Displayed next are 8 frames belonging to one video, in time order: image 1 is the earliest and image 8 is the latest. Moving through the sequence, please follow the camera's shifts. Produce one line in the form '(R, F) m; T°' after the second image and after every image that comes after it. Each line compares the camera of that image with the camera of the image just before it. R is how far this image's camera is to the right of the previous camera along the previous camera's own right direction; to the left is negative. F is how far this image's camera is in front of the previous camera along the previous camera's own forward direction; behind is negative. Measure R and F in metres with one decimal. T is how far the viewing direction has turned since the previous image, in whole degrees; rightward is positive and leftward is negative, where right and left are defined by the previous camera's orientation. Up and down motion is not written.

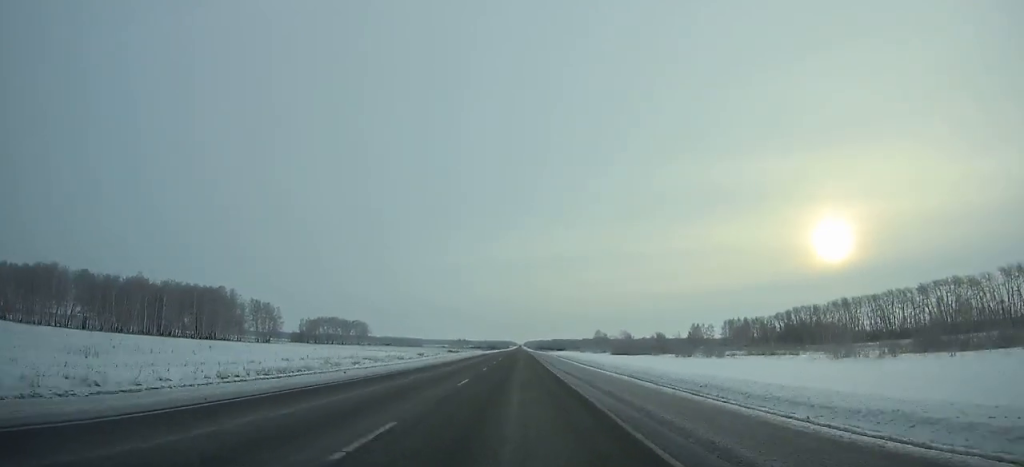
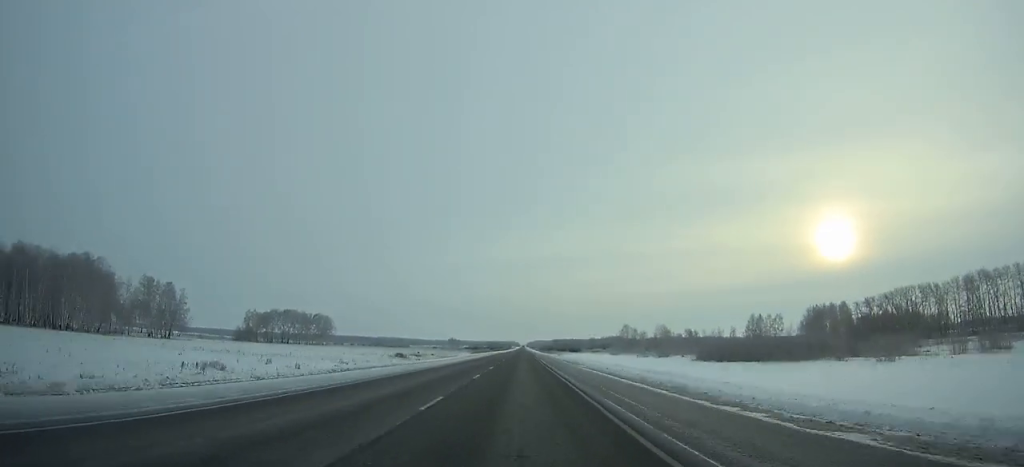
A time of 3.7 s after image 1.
(-0.2, +90.4) m; 0°
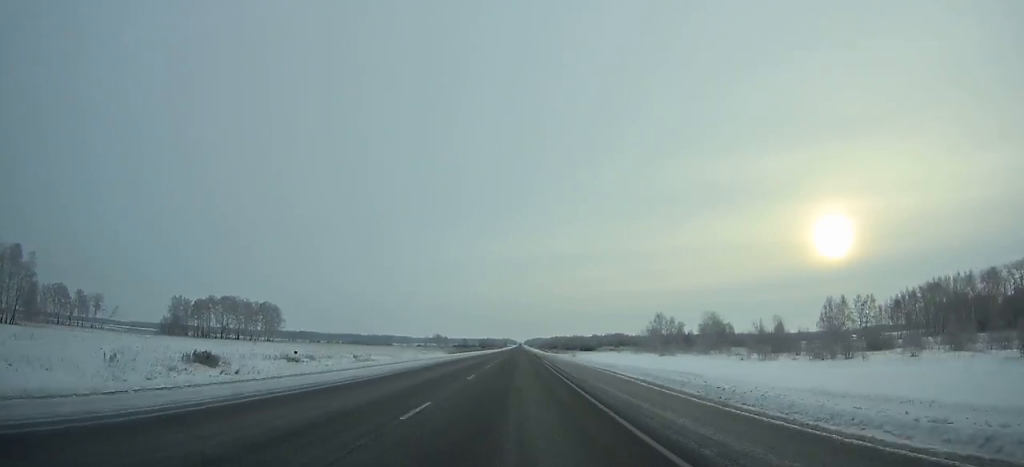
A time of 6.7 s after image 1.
(+0.3, +73.4) m; 0°
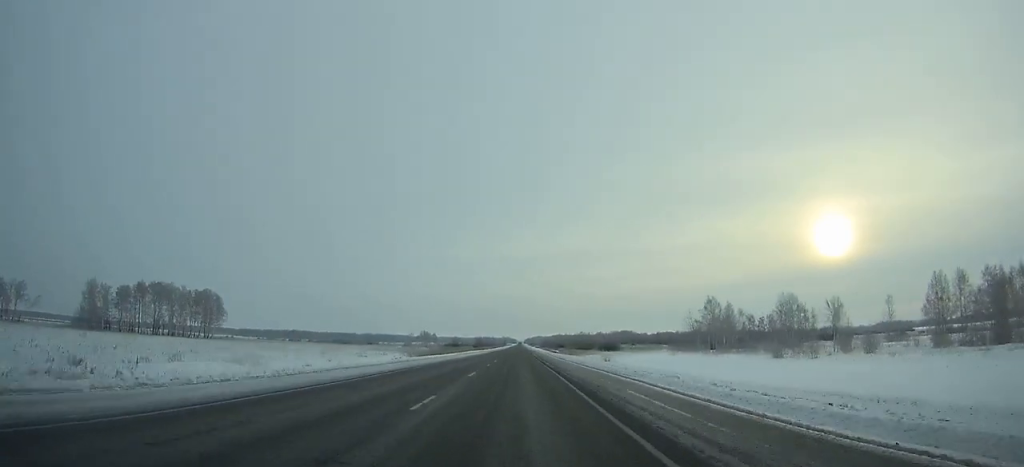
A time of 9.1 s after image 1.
(+0.2, +58.8) m; 0°
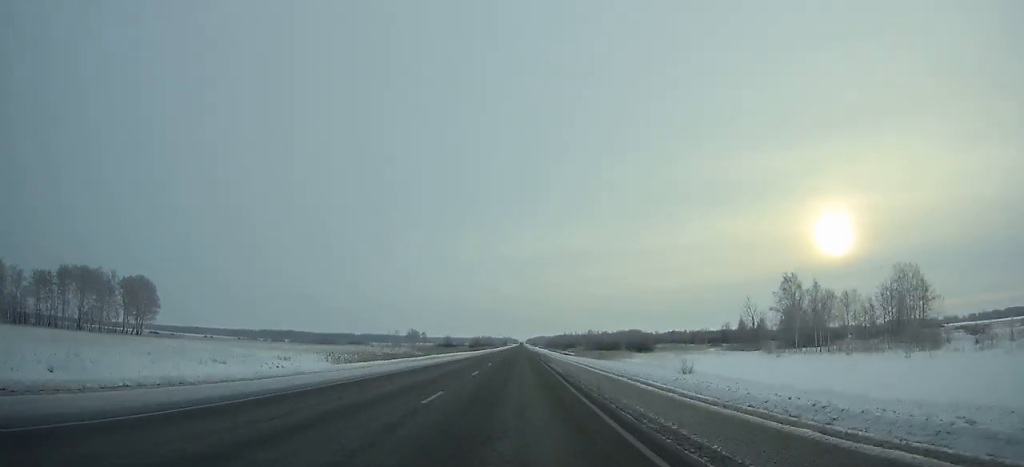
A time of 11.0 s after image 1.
(-0.1, +46.5) m; 0°
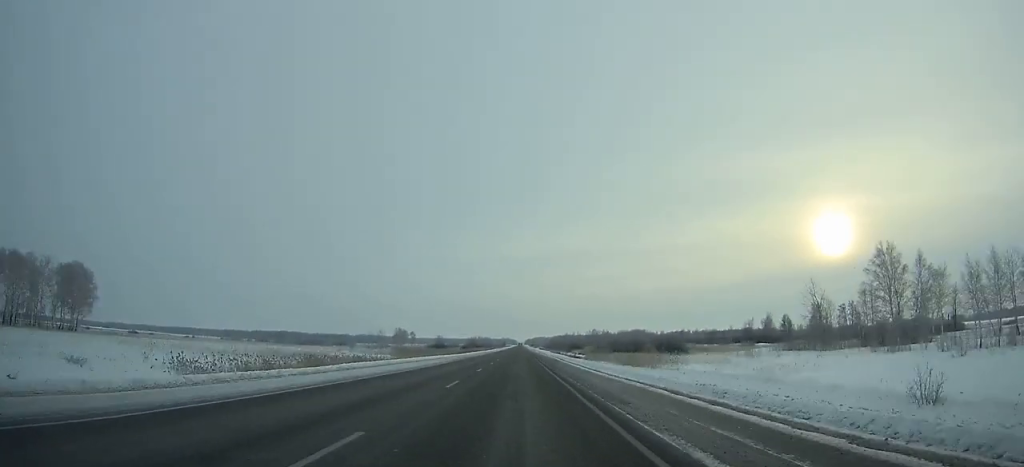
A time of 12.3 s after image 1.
(0.0, +31.9) m; 0°
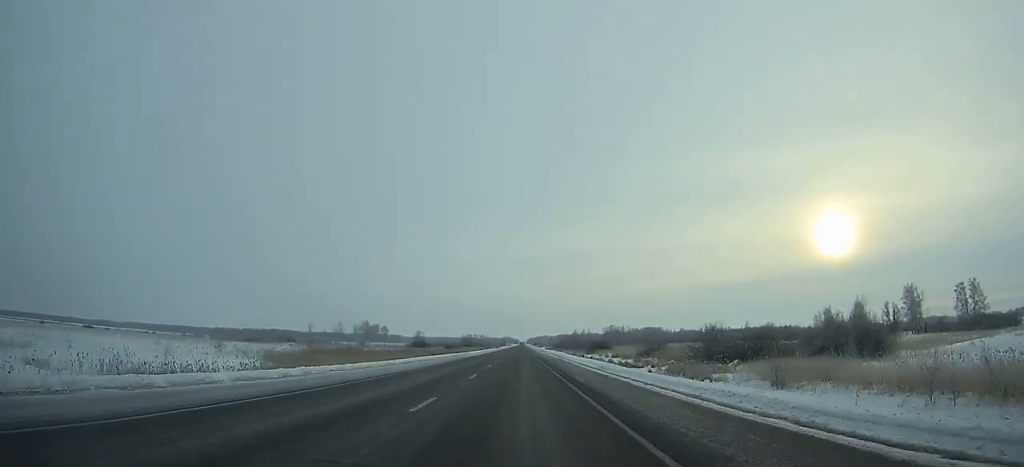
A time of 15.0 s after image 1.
(-0.1, +66.2) m; 0°
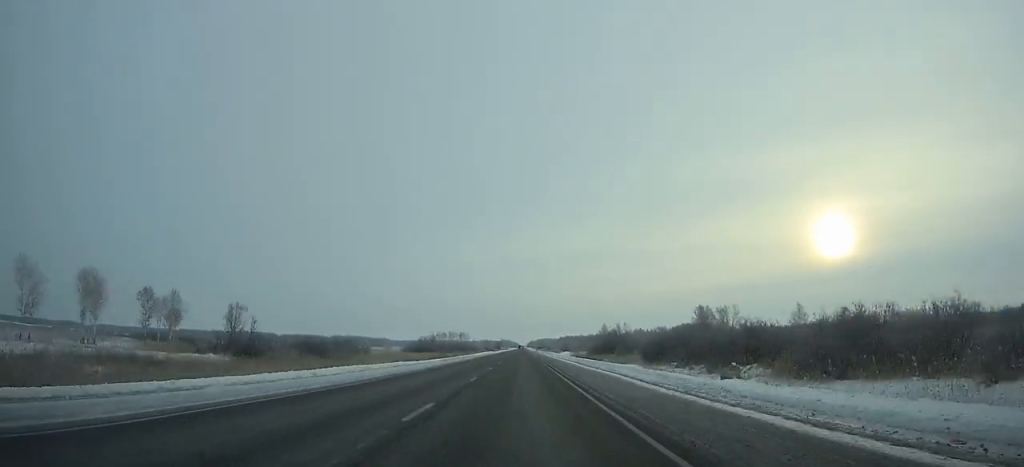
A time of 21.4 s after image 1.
(+0.3, +156.5) m; 0°
